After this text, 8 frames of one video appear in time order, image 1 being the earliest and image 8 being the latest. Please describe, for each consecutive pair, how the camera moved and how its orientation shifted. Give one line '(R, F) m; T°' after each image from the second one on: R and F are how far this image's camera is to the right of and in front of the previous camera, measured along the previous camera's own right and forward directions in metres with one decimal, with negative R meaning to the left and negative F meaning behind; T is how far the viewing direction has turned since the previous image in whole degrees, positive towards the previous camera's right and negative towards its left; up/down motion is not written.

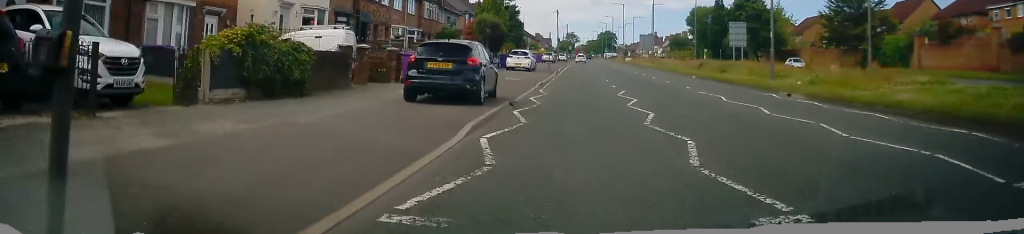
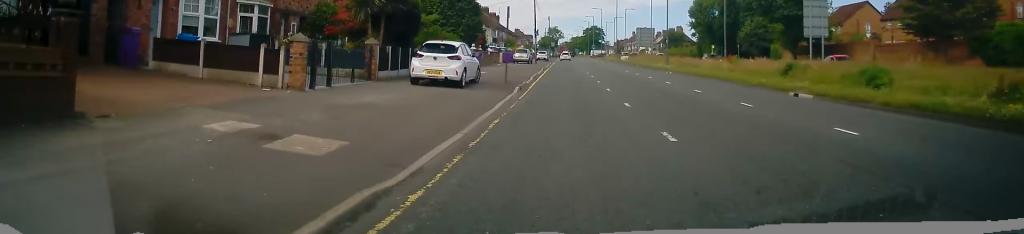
(+0.6, +21.8) m; +2°
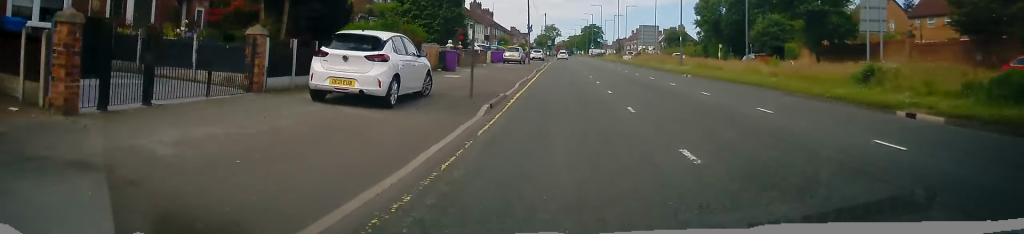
(-0.1, +7.6) m; 0°
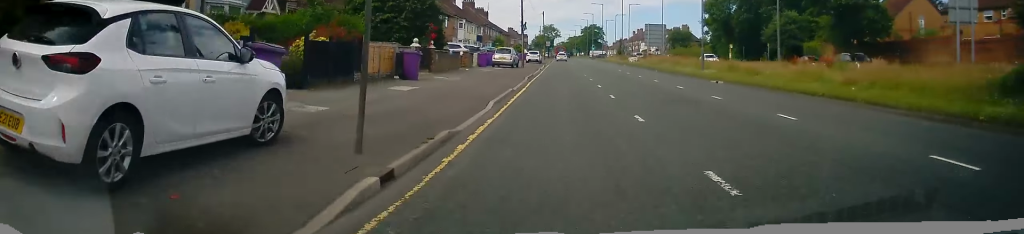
(+0.2, +7.7) m; +1°
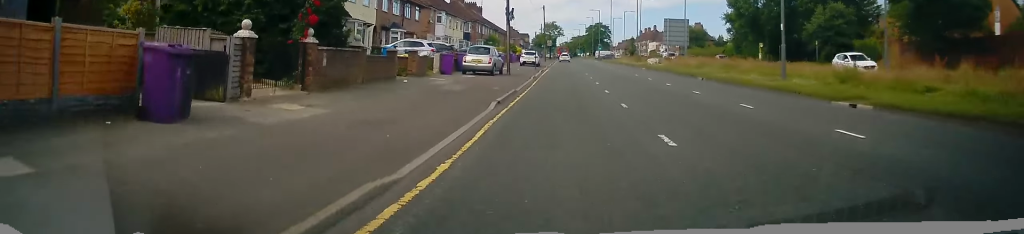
(+0.2, +14.7) m; -2°
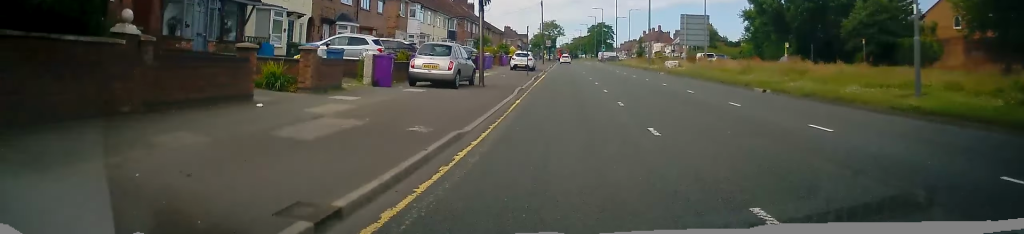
(-0.5, +10.6) m; -1°
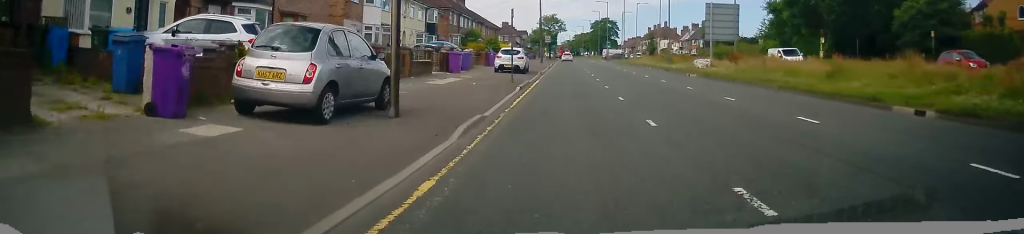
(+0.3, +11.1) m; +1°
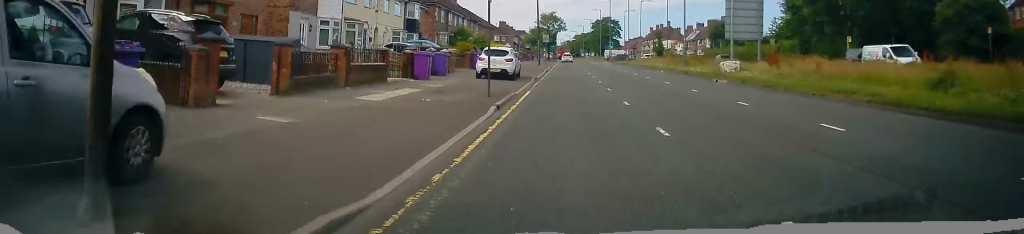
(0.0, +7.1) m; 0°
